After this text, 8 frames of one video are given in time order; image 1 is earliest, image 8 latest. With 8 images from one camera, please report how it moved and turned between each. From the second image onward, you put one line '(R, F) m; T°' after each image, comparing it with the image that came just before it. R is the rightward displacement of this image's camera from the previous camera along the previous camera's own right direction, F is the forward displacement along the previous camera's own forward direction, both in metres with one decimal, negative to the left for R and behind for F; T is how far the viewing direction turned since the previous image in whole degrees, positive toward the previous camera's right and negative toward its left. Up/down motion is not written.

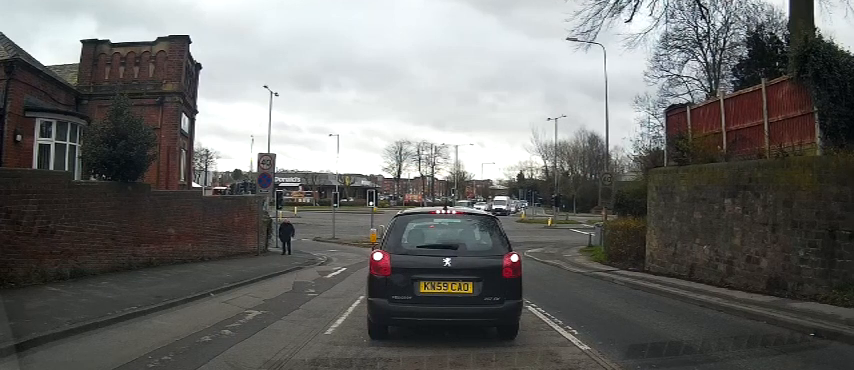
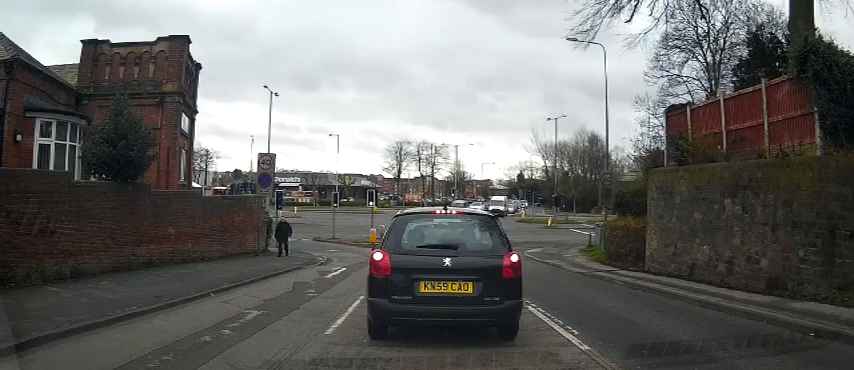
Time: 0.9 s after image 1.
(0.0, 0.0) m; 0°
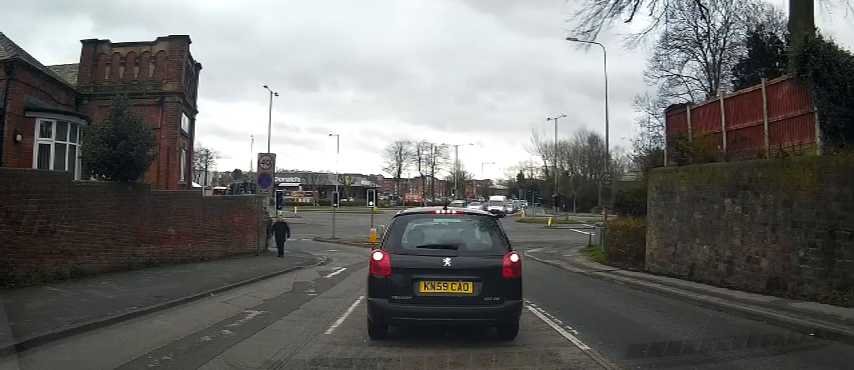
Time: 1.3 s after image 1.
(0.0, 0.0) m; 0°
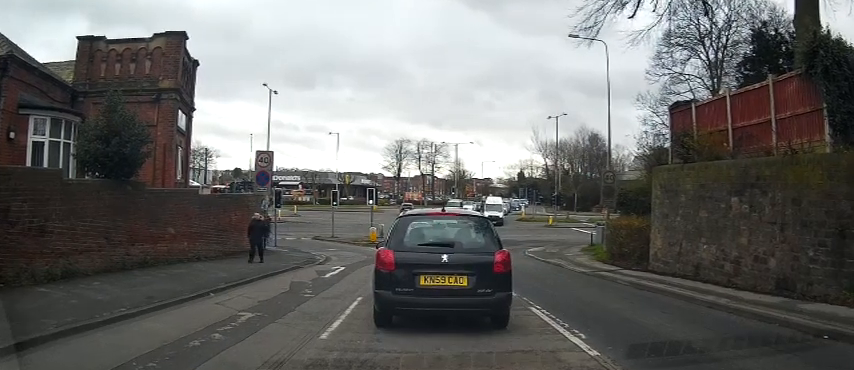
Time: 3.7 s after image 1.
(0.0, 0.0) m; 0°
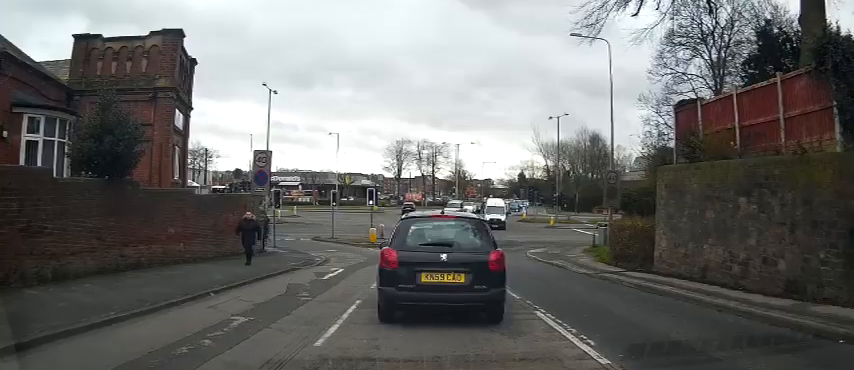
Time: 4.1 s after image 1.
(0.0, 0.0) m; 0°
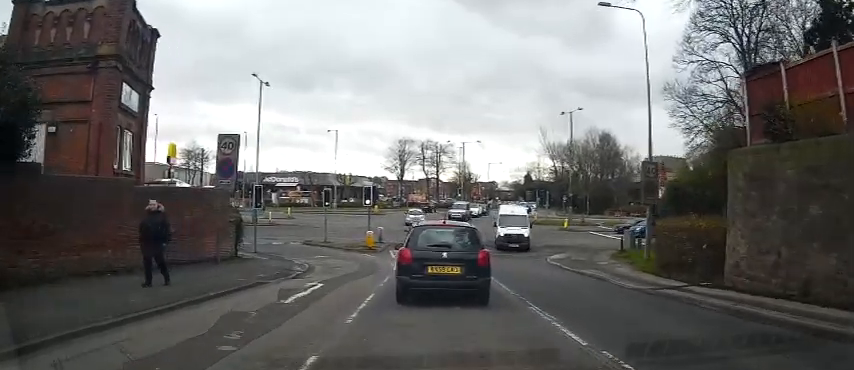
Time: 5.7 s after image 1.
(0.0, +1.3) m; 0°
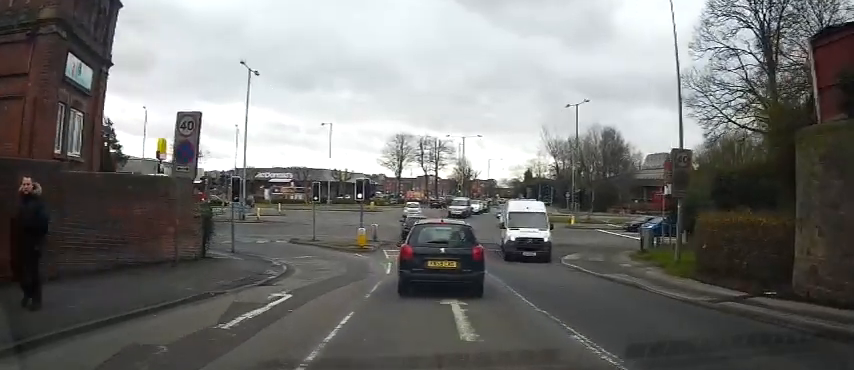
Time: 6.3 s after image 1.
(0.0, +1.2) m; 0°
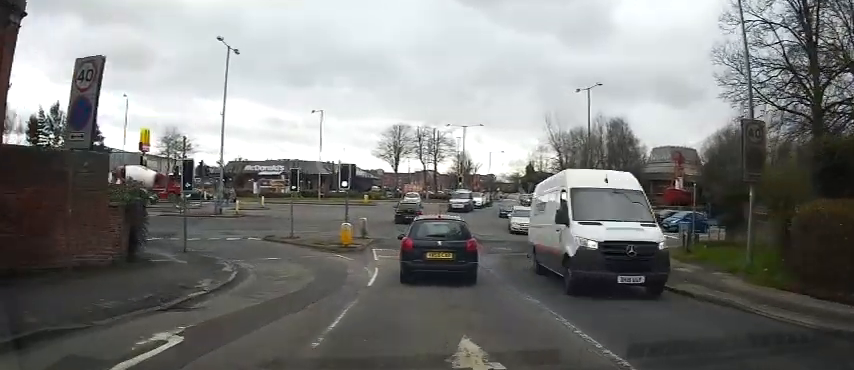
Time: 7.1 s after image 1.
(0.0, +3.2) m; -1°
